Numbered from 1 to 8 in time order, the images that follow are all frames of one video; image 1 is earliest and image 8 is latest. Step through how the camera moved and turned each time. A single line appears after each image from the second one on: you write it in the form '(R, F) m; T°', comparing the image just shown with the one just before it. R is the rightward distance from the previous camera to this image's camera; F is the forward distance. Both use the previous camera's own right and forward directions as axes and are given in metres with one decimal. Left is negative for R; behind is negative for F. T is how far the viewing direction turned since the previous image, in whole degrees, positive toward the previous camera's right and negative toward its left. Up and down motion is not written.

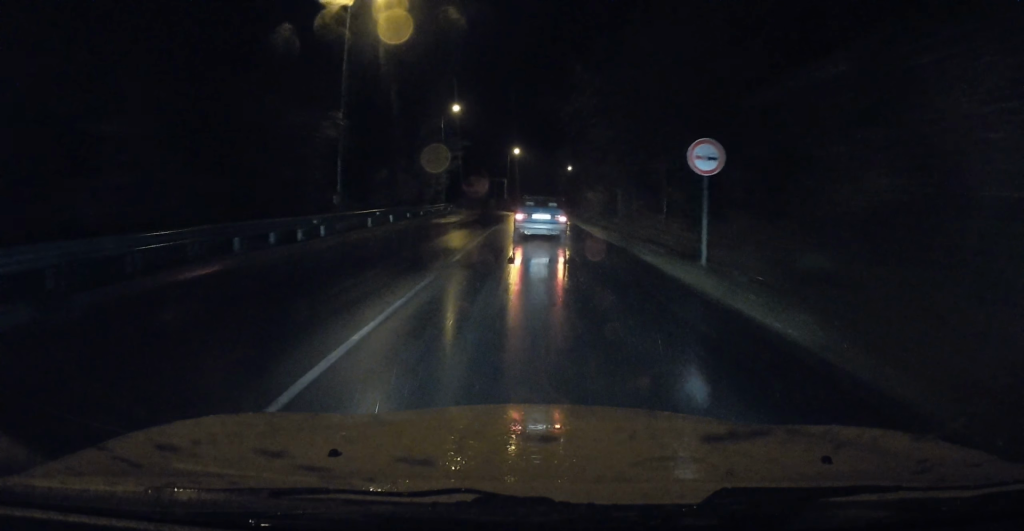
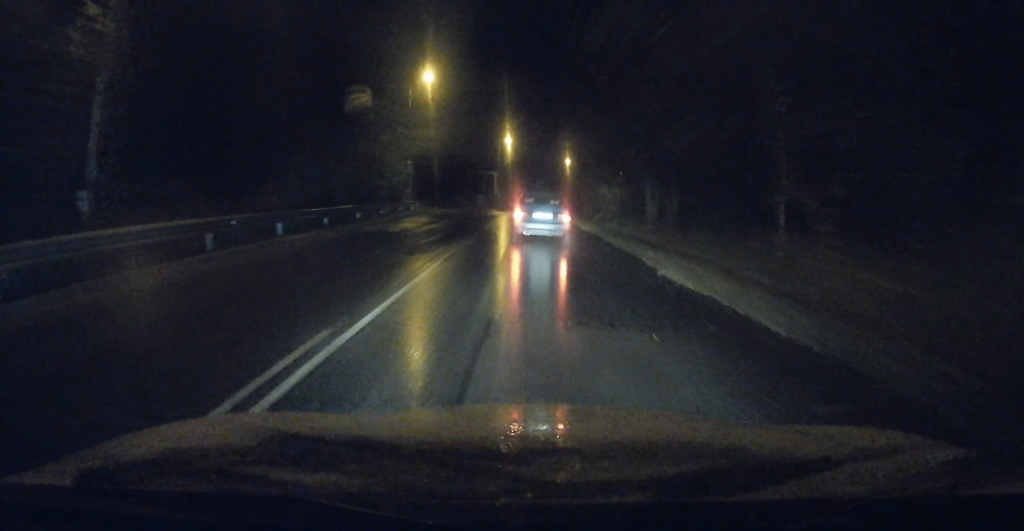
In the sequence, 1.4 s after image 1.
(0.0, +12.5) m; -1°
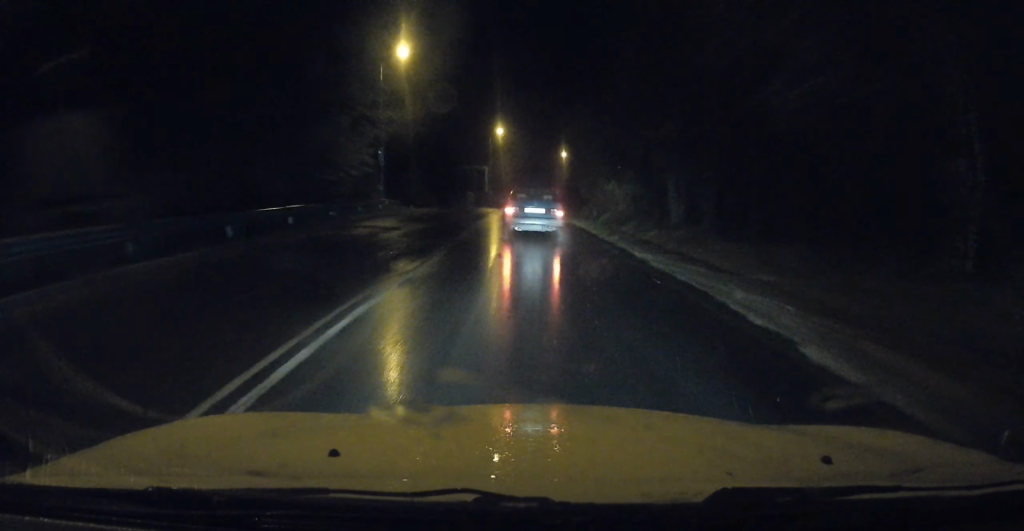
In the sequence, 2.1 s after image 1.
(-0.2, +6.5) m; -1°
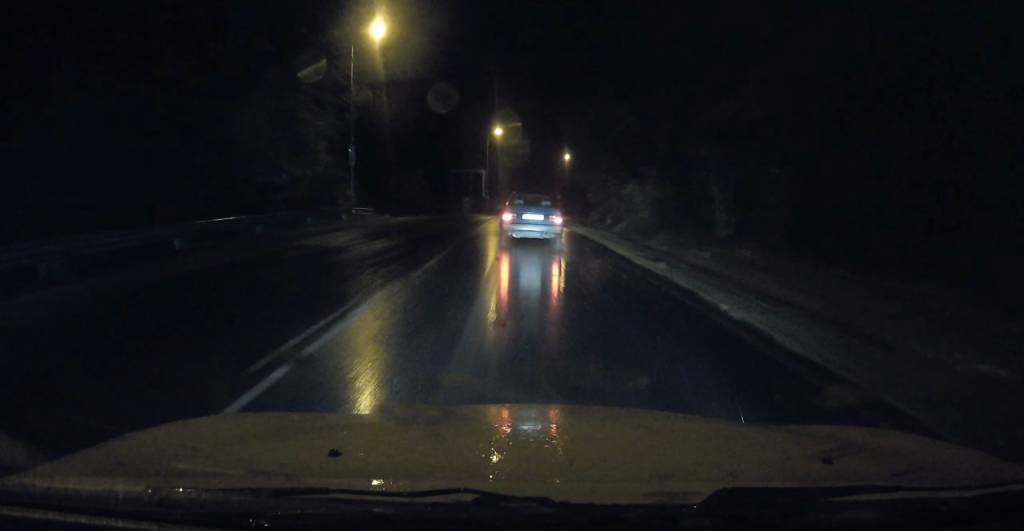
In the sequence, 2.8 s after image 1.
(0.0, +6.2) m; 0°
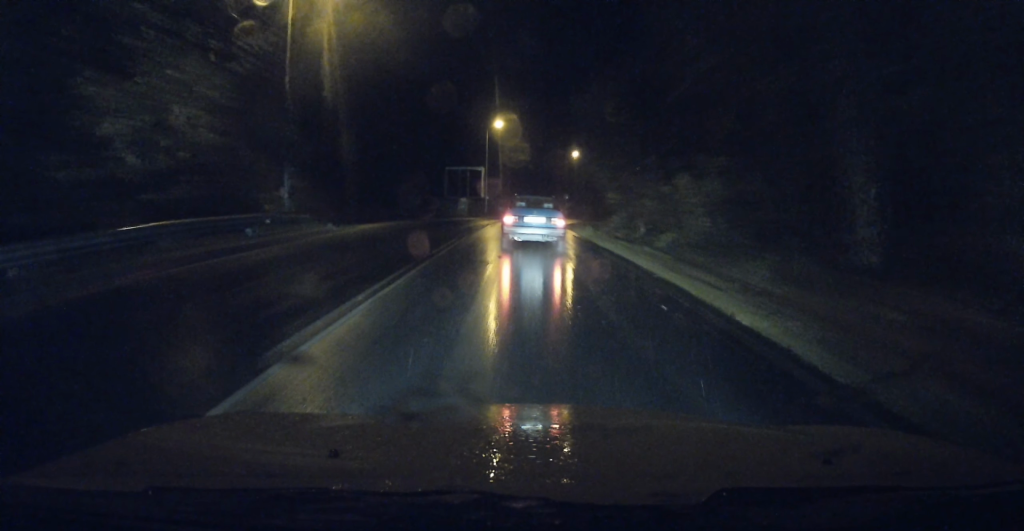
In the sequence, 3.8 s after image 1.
(+0.1, +8.5) m; +1°
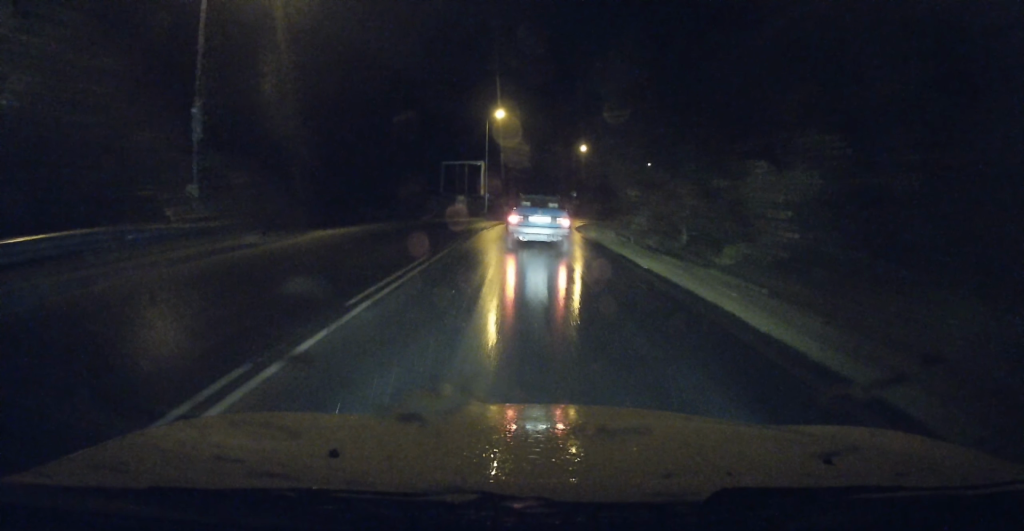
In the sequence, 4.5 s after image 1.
(+0.1, +6.1) m; +1°
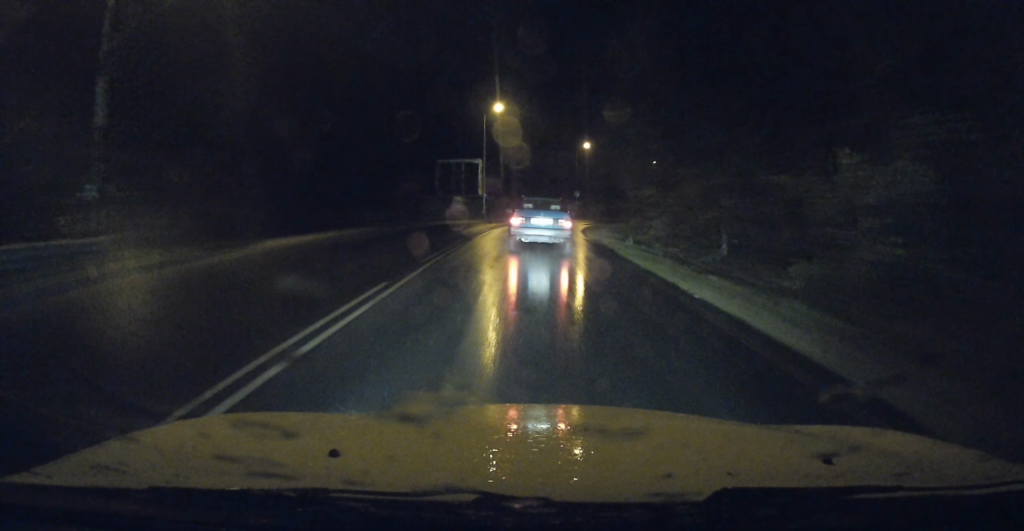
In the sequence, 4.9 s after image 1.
(0.0, +3.8) m; +1°
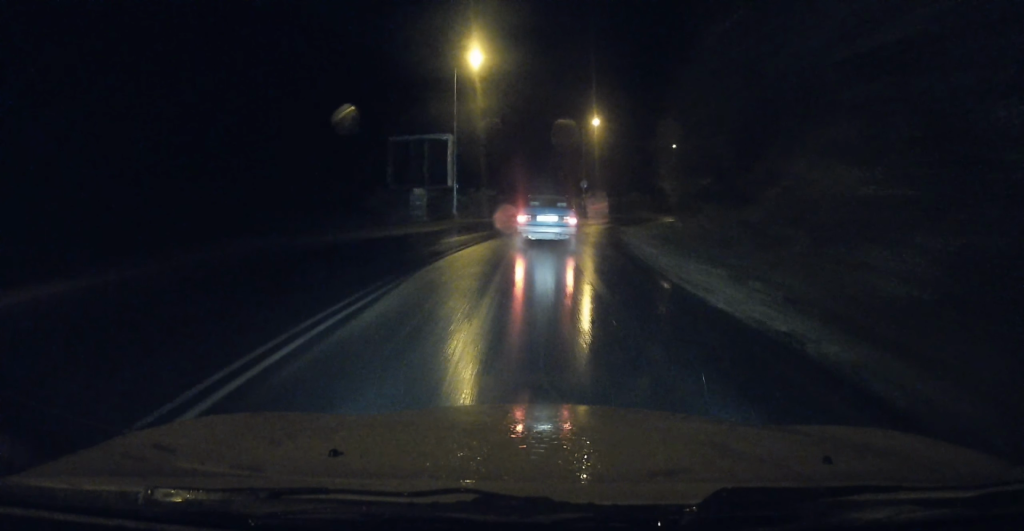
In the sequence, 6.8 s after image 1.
(+0.5, +16.9) m; +3°
